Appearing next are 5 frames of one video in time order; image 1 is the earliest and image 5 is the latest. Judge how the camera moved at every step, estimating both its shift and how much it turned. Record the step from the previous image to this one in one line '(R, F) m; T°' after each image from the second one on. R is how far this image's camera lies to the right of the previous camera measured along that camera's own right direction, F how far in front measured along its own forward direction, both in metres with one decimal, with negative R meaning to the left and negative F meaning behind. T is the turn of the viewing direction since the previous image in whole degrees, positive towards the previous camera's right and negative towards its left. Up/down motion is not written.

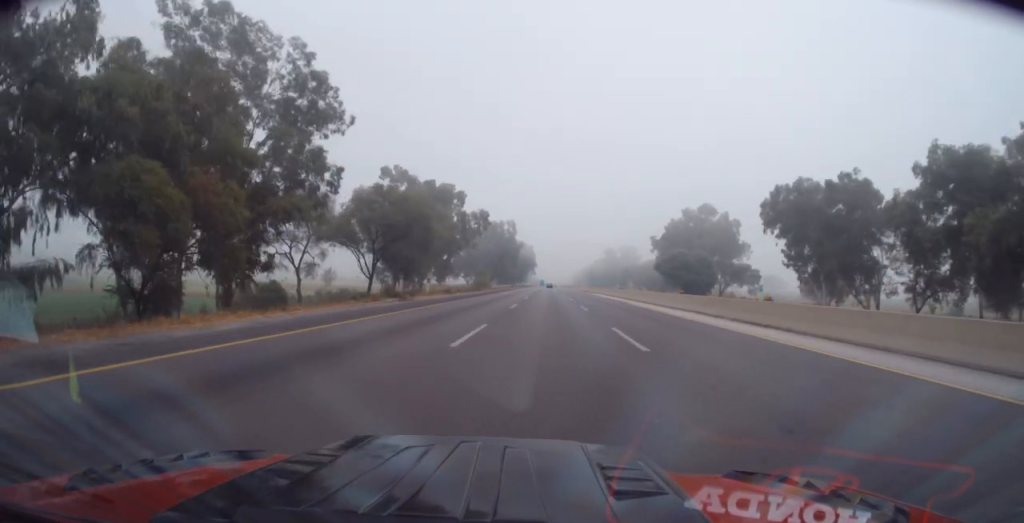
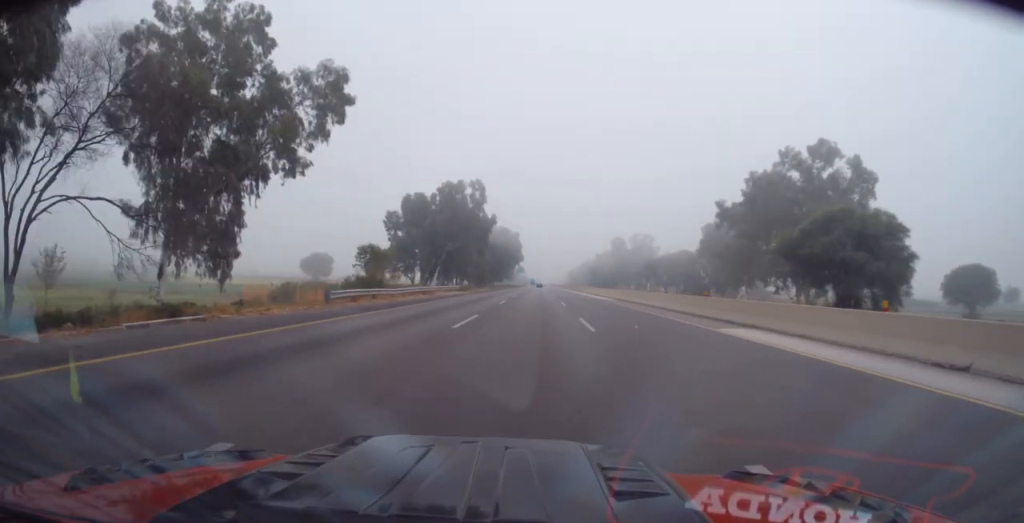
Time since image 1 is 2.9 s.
(-0.2, +67.5) m; -1°
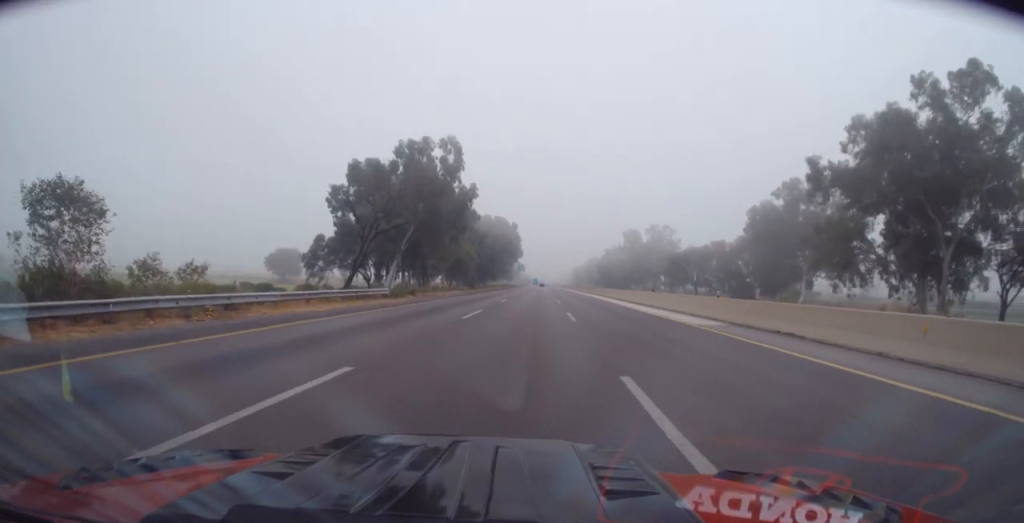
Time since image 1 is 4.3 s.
(-0.5, +31.9) m; 0°
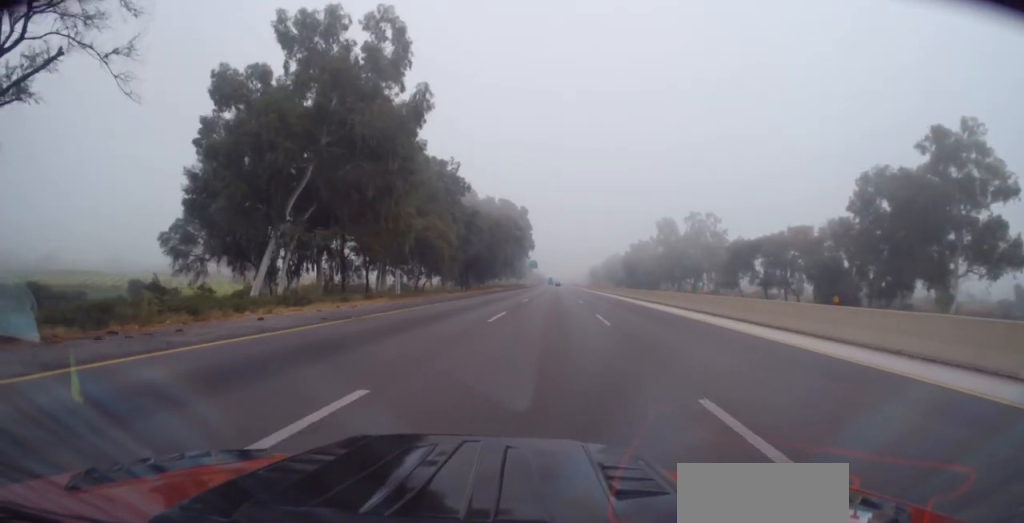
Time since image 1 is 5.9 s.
(+0.2, +37.5) m; 0°
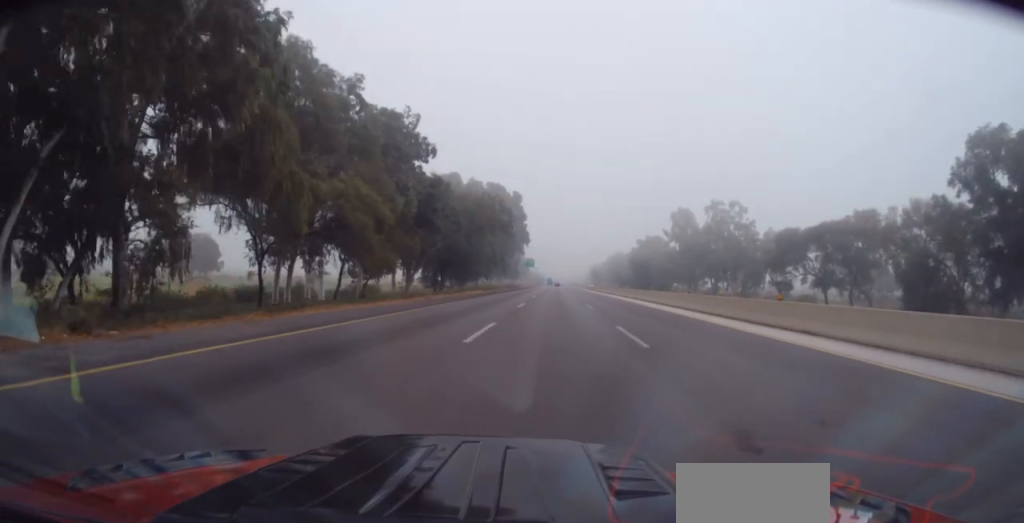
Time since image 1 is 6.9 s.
(+0.1, +24.4) m; 0°
